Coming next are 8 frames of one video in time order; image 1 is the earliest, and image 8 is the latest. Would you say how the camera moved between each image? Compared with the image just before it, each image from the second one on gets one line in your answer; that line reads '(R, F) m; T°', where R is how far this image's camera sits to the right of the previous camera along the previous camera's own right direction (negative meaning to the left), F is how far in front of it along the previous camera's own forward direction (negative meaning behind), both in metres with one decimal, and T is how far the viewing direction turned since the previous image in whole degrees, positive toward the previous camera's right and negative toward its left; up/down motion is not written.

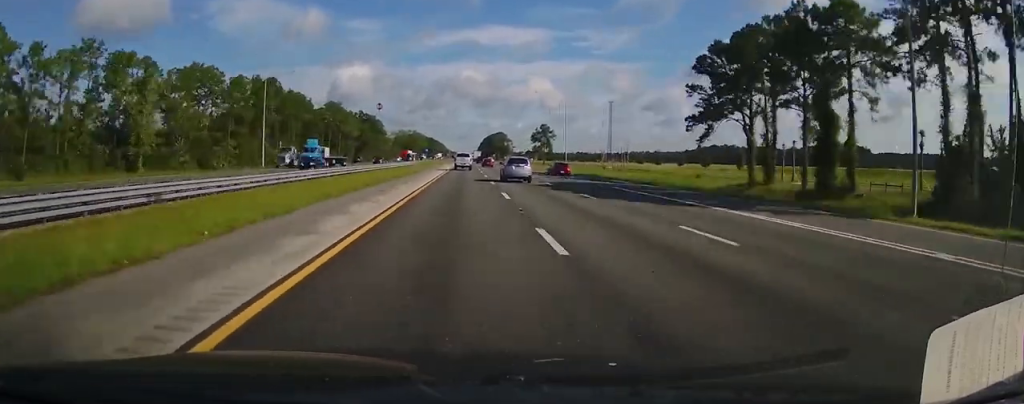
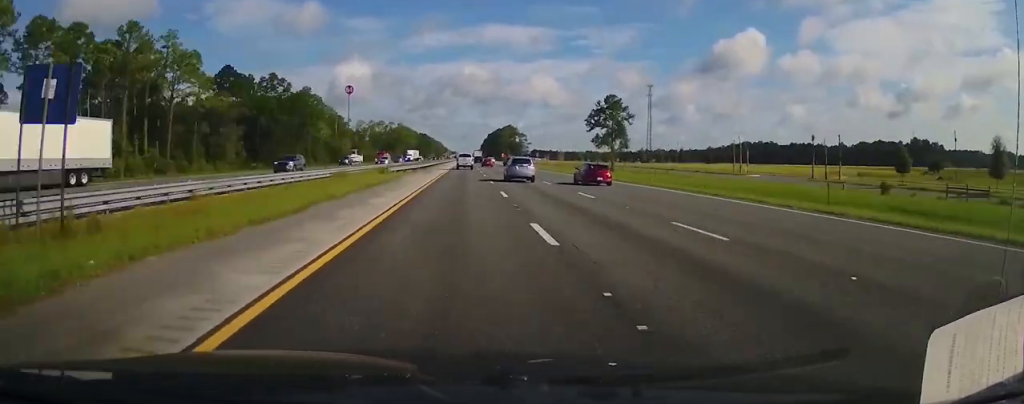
(-0.4, +111.1) m; 0°
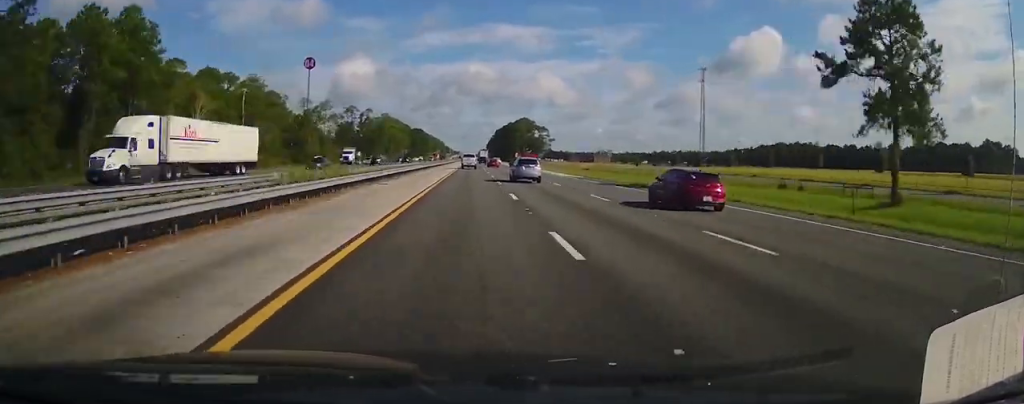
(-0.1, +89.0) m; 0°
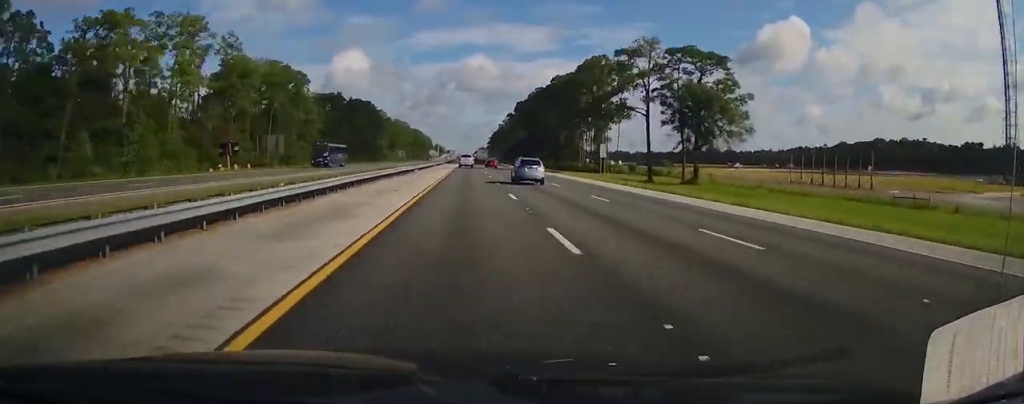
(+0.5, +211.8) m; 0°
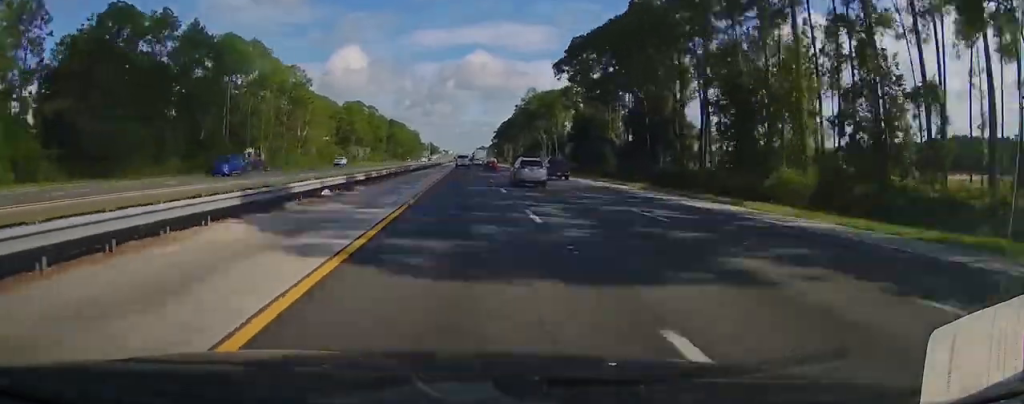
(-0.4, +118.3) m; 0°
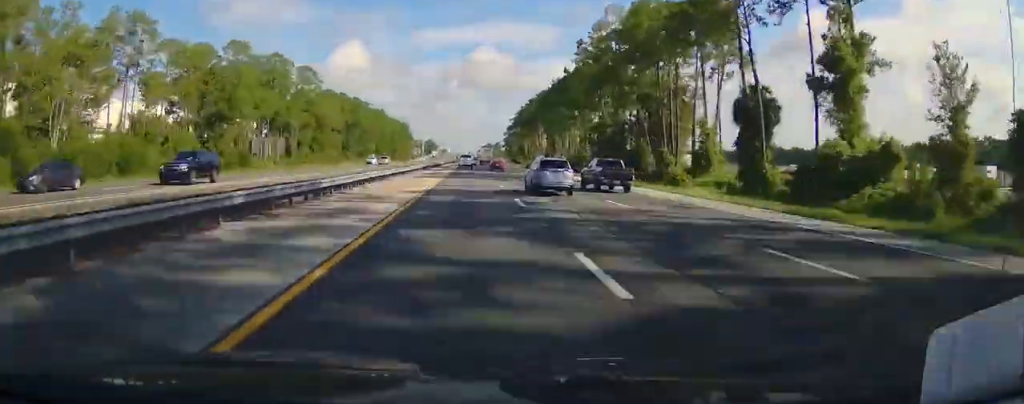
(-0.2, +105.0) m; 0°
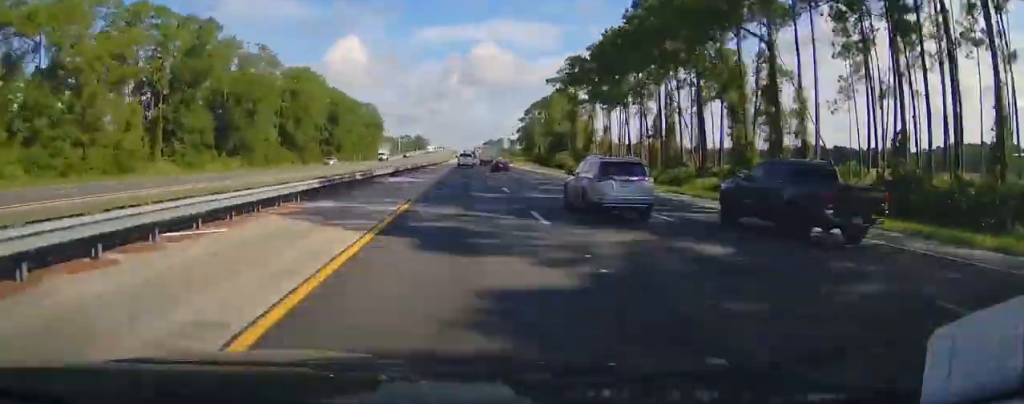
(+0.7, +114.0) m; 0°
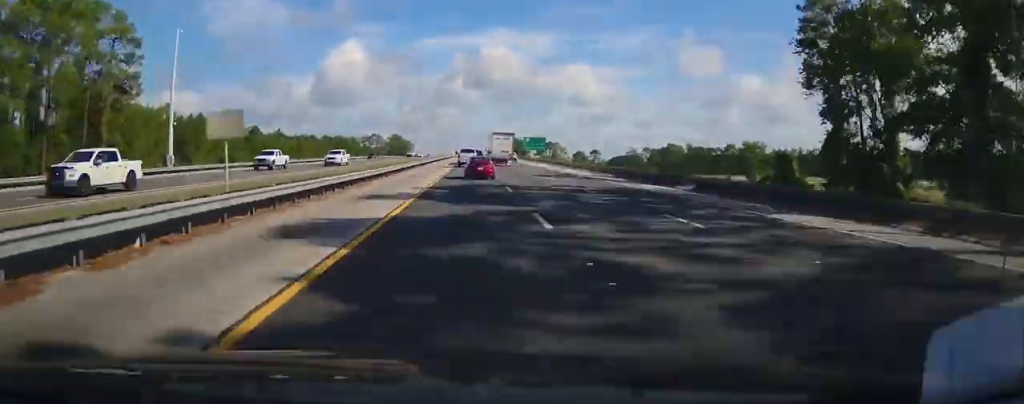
(-1.4, +206.3) m; 0°
